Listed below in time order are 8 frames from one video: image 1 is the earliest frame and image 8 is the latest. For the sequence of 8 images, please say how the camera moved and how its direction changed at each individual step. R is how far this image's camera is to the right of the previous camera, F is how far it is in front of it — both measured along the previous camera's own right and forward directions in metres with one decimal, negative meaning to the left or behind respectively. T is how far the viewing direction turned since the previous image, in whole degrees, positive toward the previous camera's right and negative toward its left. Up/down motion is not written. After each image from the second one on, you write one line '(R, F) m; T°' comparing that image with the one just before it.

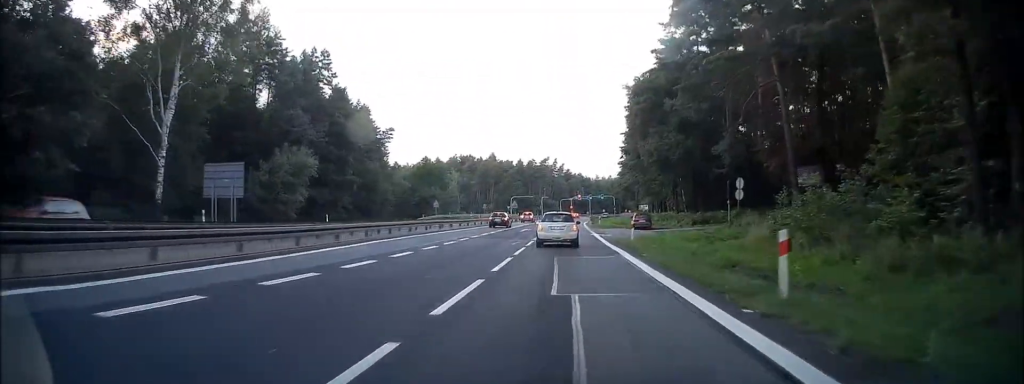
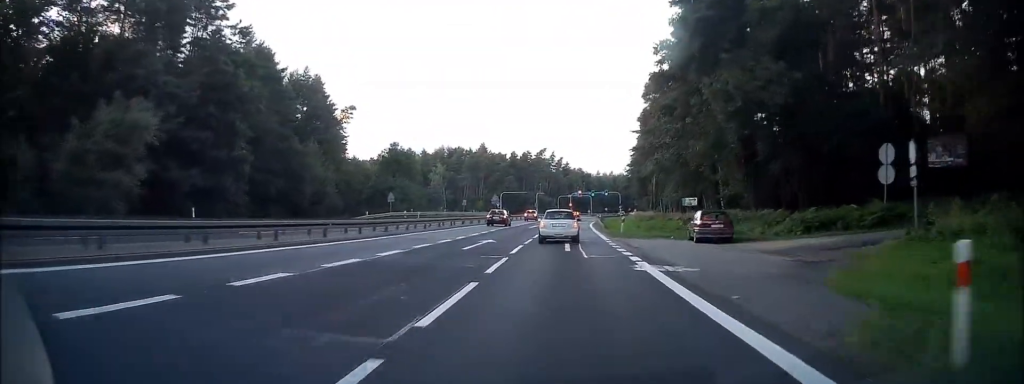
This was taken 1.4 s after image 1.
(-0.1, +24.7) m; 0°
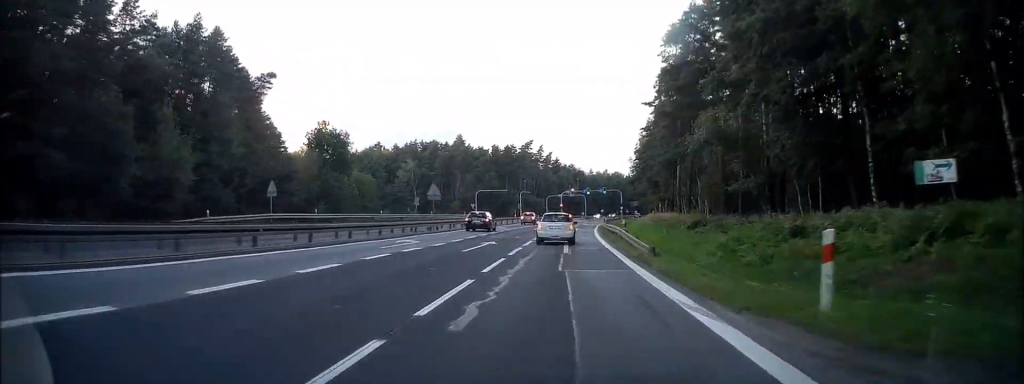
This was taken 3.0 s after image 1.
(+0.2, +29.0) m; 0°
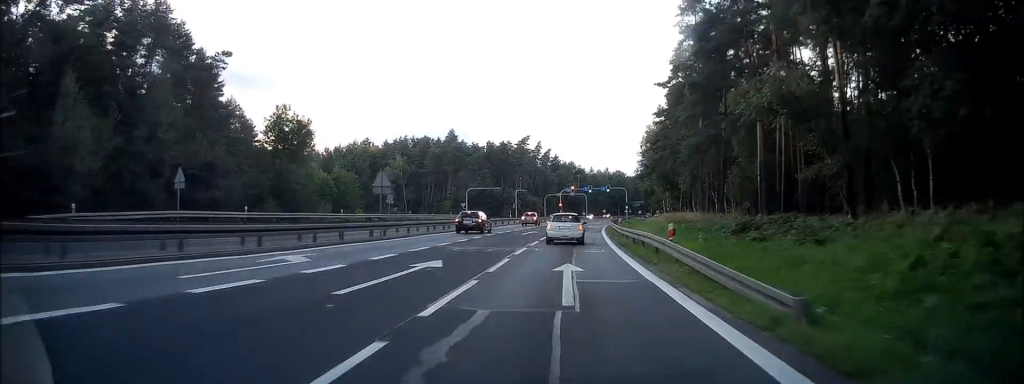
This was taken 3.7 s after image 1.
(0.0, +11.4) m; 0°
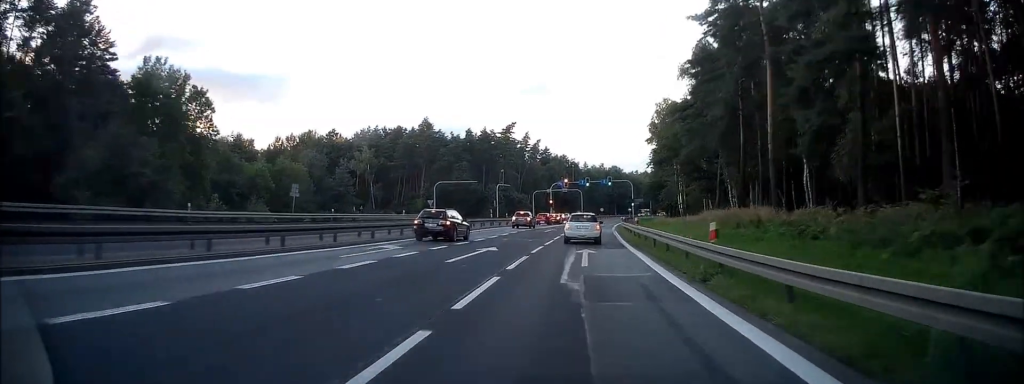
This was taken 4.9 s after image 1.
(+0.2, +23.0) m; +1°
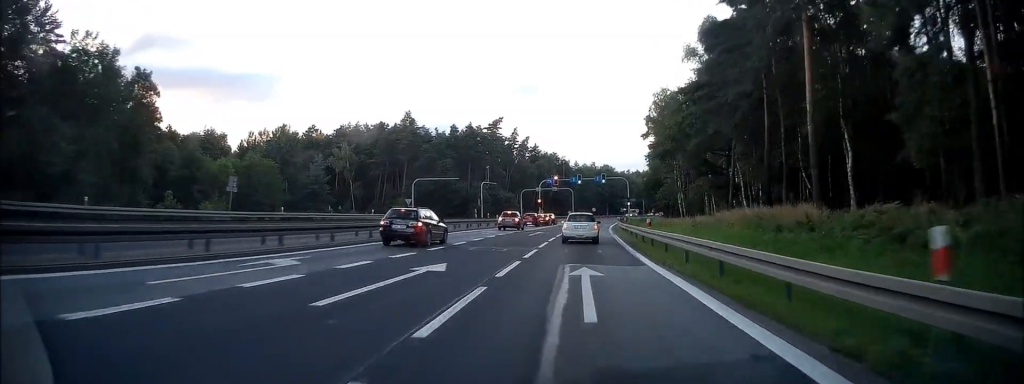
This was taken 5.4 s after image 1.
(0.0, +7.9) m; +1°
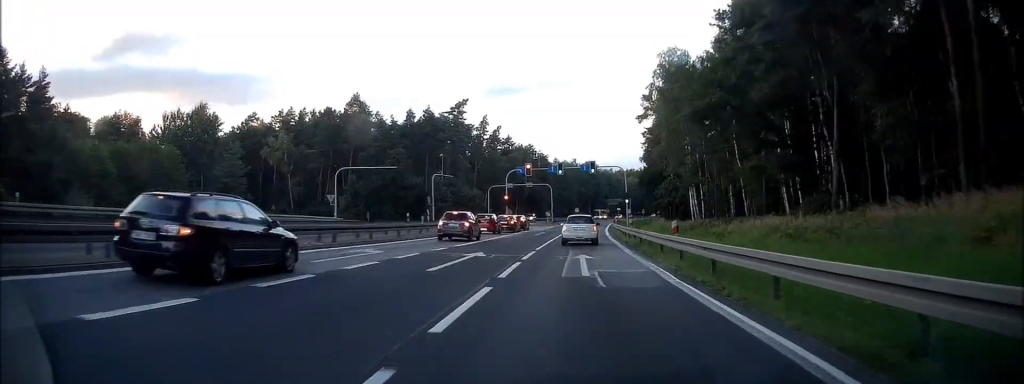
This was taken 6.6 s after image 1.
(+0.3, +23.2) m; +2°
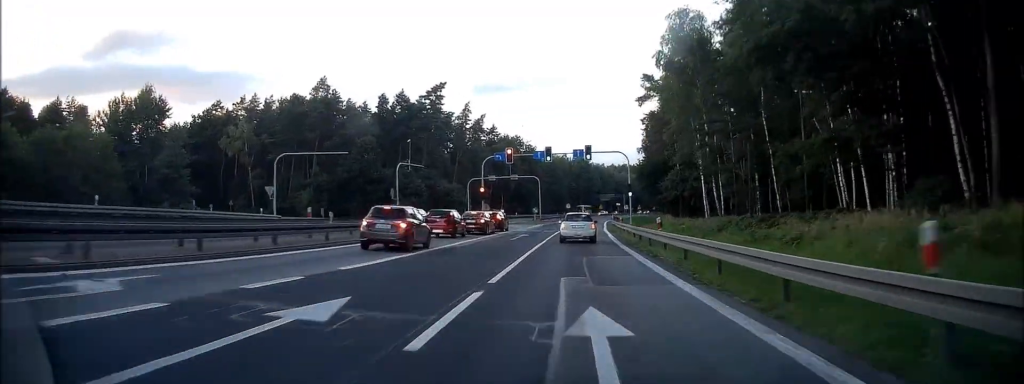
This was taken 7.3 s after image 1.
(+0.1, +12.3) m; +1°
